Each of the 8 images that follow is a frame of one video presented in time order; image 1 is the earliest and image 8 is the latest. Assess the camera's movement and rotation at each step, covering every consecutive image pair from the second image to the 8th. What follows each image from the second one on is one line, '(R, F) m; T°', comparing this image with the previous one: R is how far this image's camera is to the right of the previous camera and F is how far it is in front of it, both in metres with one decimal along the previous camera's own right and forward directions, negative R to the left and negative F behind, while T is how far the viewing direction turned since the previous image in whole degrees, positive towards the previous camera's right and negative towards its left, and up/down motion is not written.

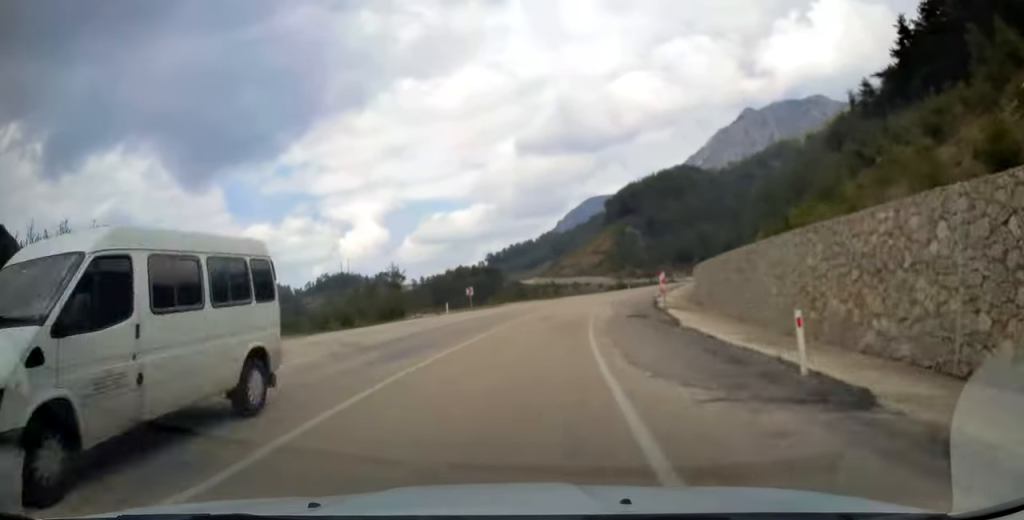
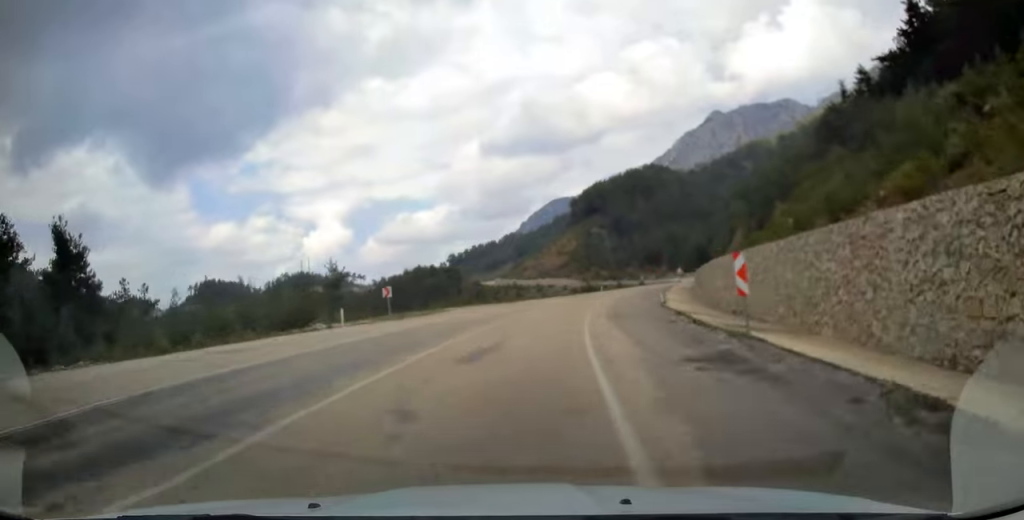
(+0.3, +17.0) m; +3°
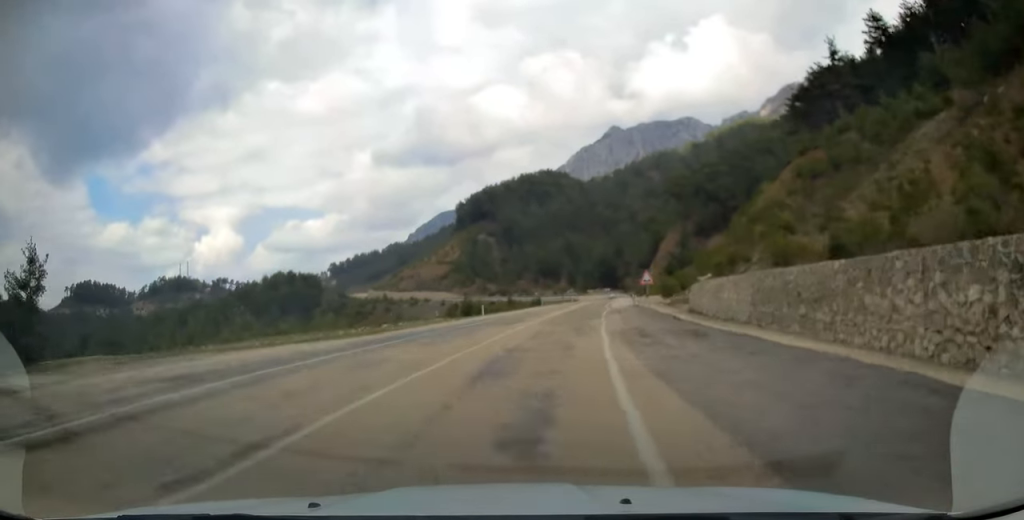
(+5.0, +53.7) m; +10°
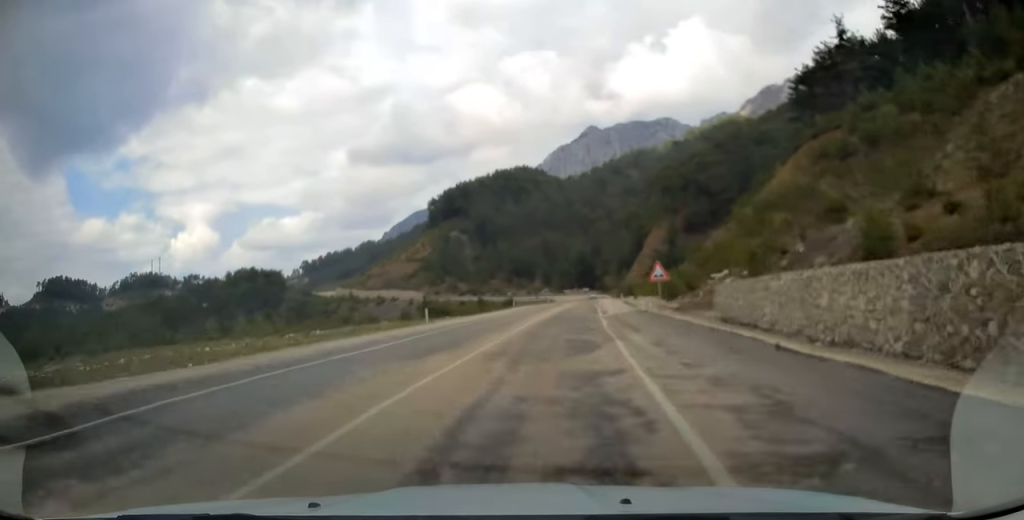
(+0.1, +14.8) m; +2°
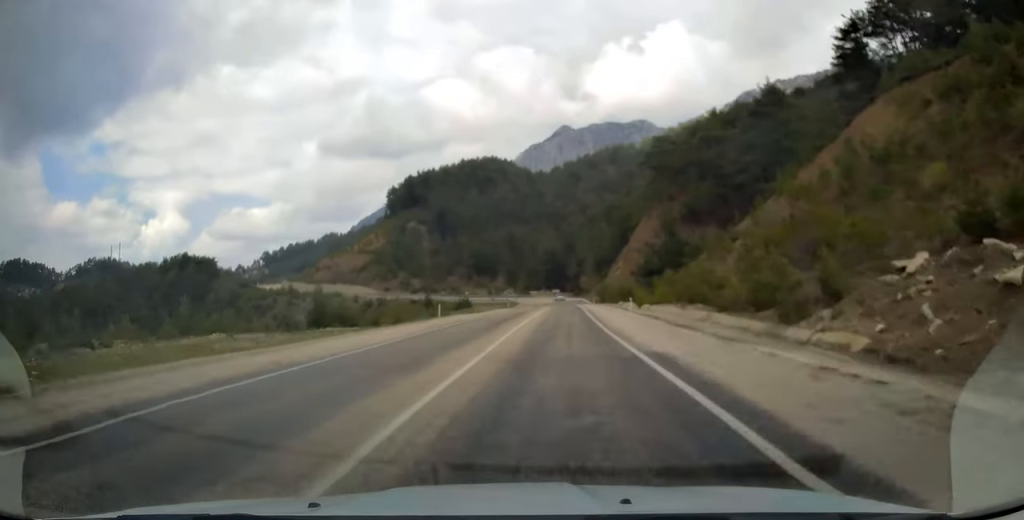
(+1.6, +33.1) m; +4°
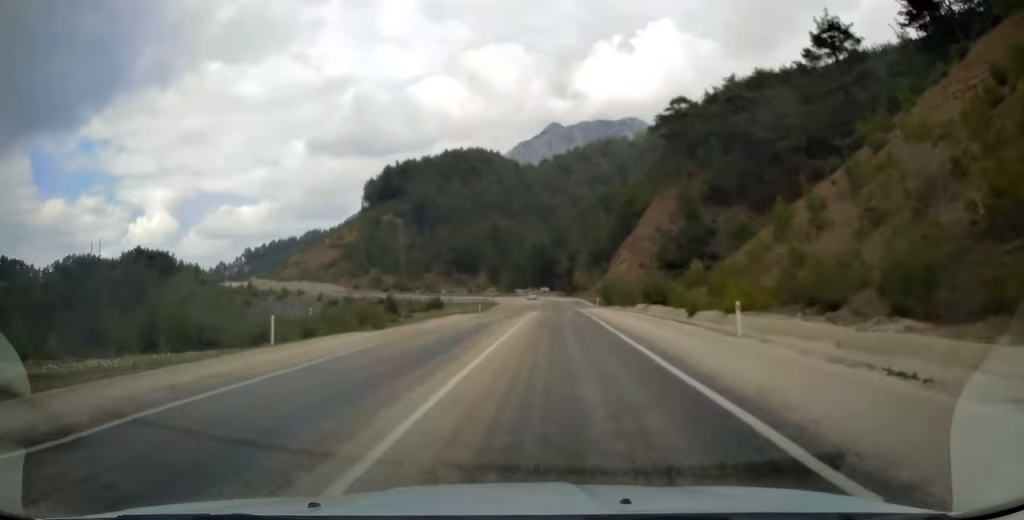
(+0.5, +25.8) m; +1°
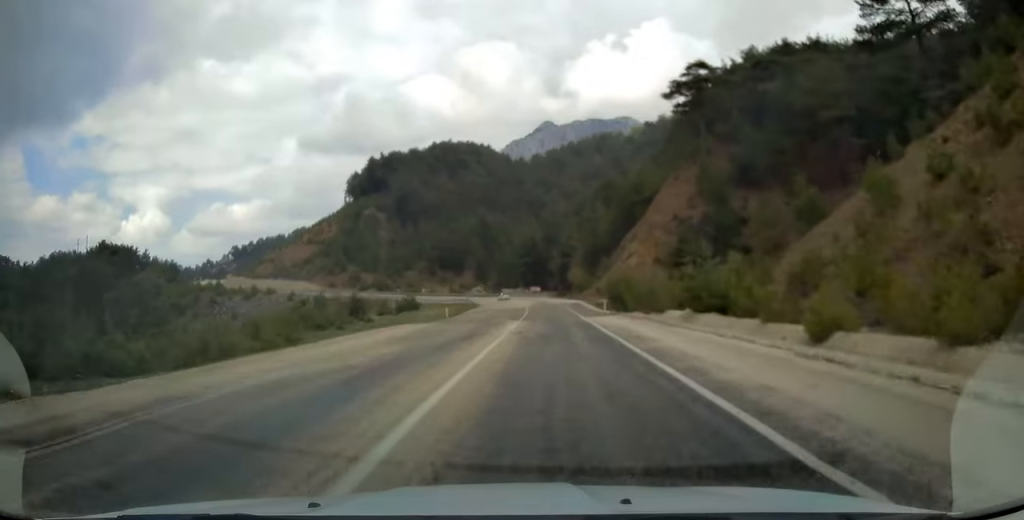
(-0.2, +17.8) m; 0°
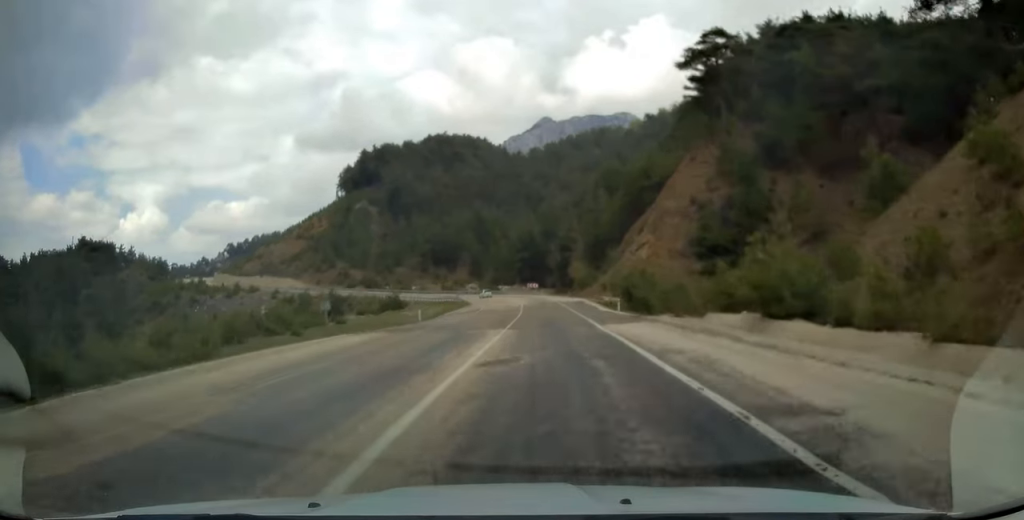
(+0.2, +10.6) m; 0°
